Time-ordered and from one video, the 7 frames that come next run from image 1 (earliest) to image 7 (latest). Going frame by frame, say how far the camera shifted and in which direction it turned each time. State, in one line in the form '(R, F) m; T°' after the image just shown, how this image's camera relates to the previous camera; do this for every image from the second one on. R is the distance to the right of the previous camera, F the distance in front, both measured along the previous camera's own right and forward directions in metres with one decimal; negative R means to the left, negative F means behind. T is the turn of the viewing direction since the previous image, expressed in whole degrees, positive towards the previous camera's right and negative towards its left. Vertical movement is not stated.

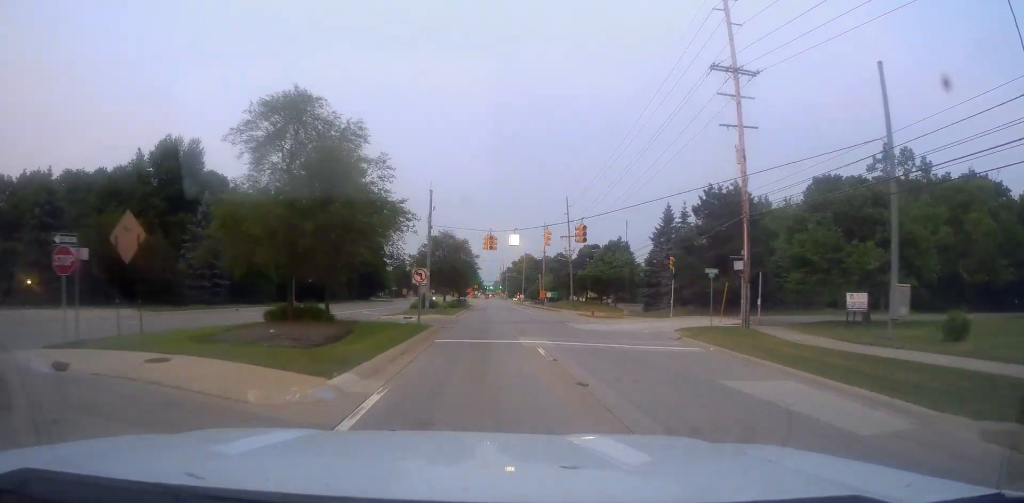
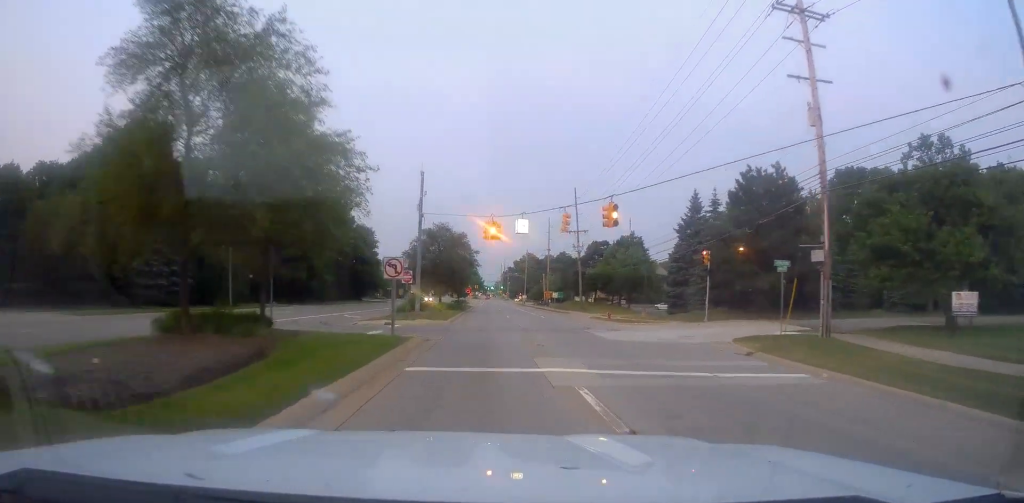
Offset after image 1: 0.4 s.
(+0.1, +8.3) m; 0°
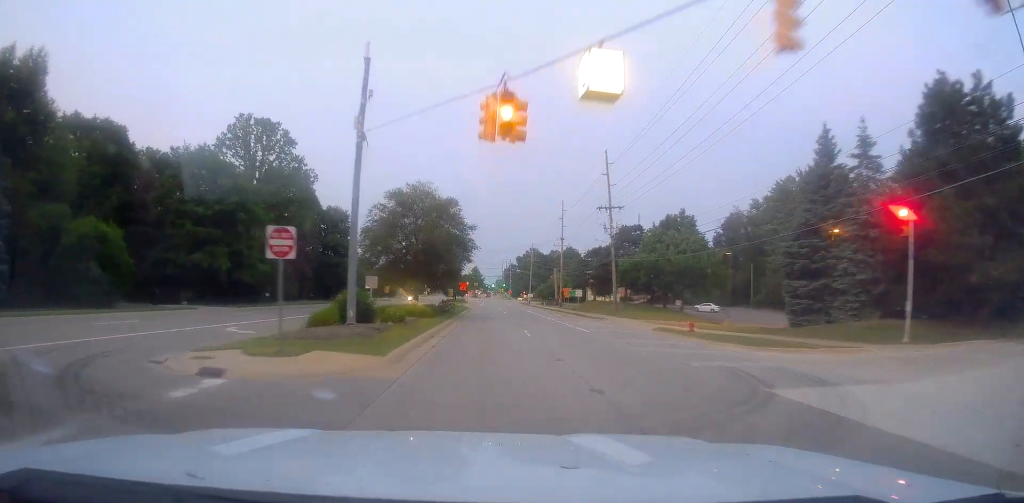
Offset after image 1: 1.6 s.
(-0.2, +23.0) m; -1°
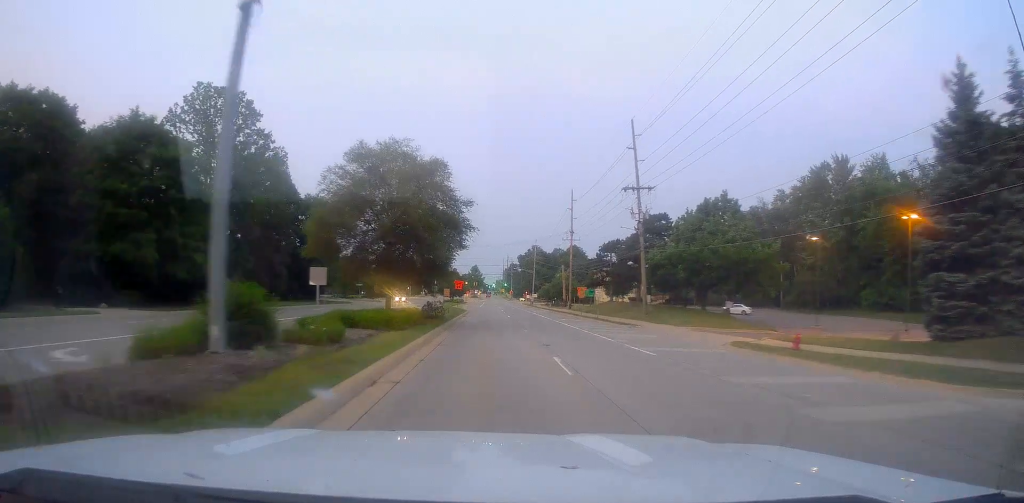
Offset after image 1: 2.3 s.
(-0.3, +12.2) m; 0°
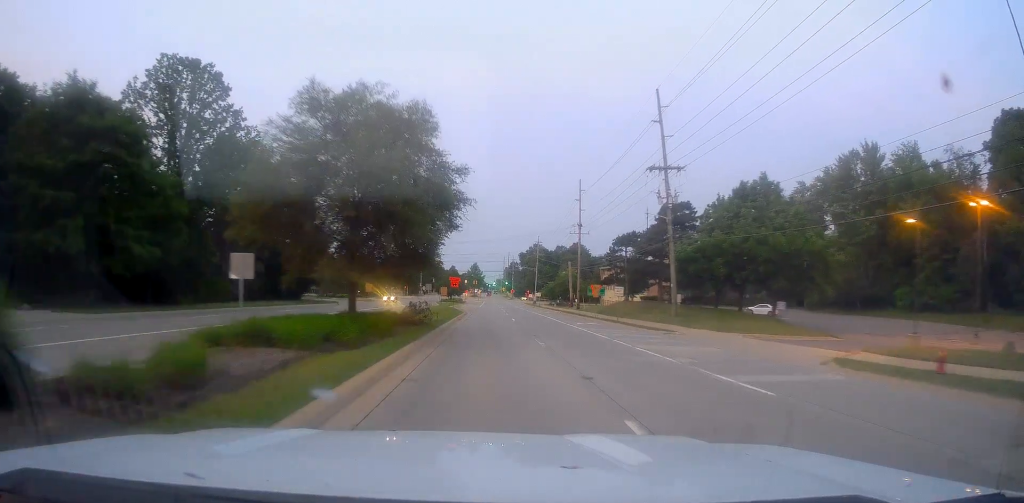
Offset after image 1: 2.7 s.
(+0.3, +8.4) m; +1°
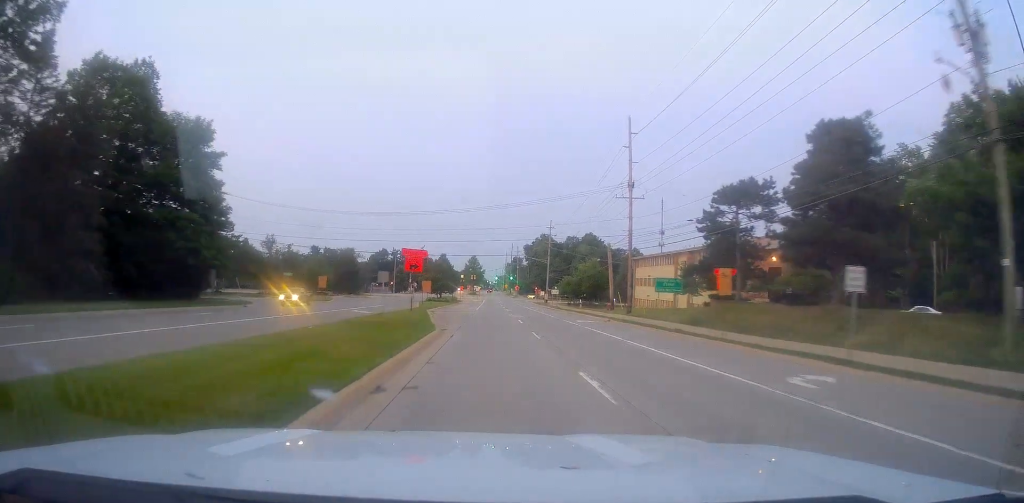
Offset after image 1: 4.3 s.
(+0.1, +31.6) m; 0°
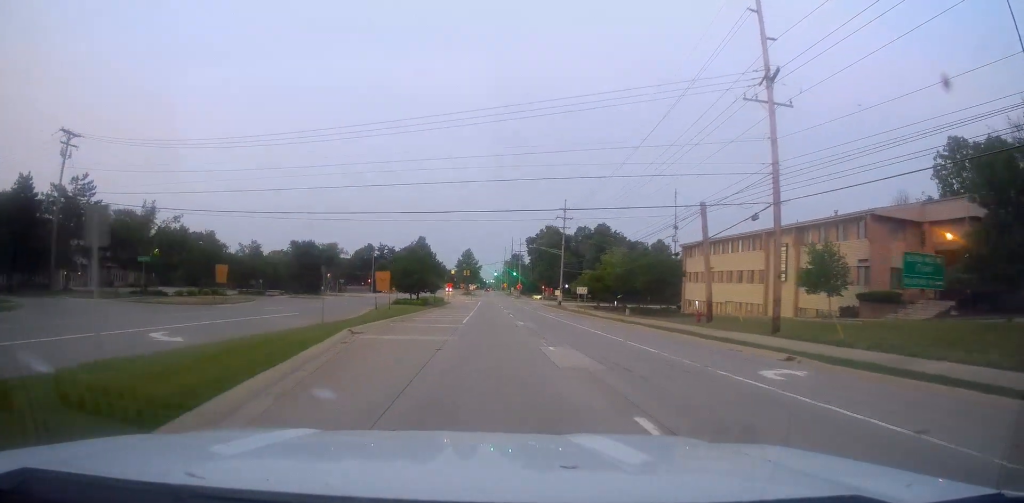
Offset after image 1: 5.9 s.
(-0.5, +30.8) m; -3°
